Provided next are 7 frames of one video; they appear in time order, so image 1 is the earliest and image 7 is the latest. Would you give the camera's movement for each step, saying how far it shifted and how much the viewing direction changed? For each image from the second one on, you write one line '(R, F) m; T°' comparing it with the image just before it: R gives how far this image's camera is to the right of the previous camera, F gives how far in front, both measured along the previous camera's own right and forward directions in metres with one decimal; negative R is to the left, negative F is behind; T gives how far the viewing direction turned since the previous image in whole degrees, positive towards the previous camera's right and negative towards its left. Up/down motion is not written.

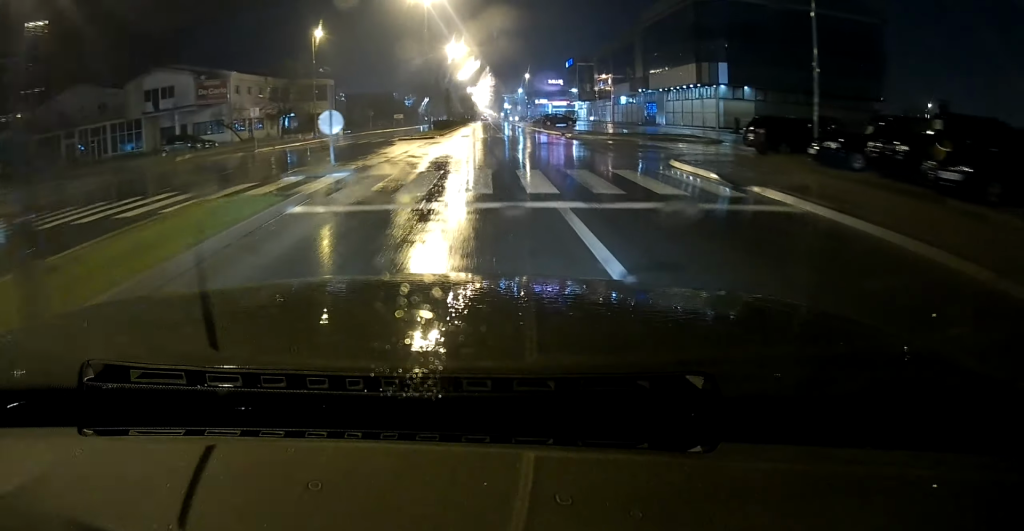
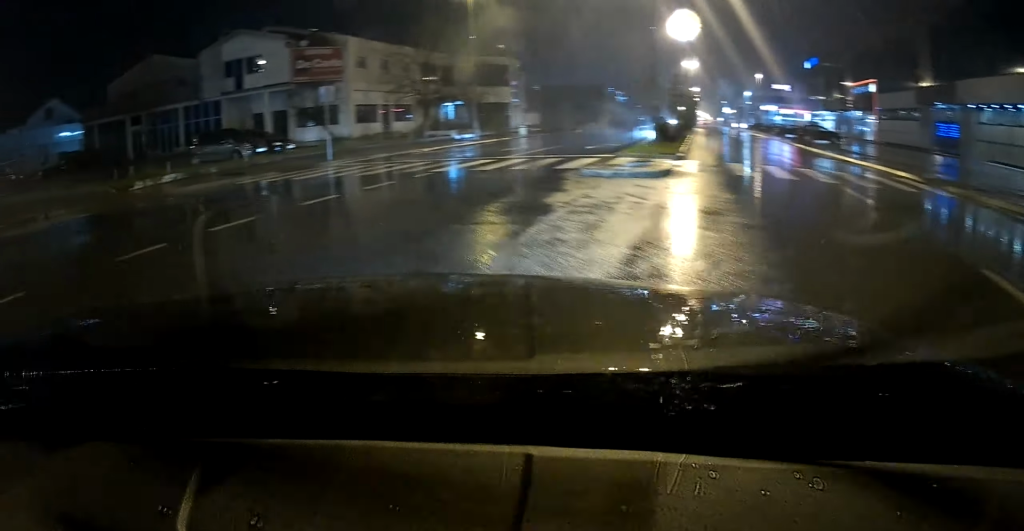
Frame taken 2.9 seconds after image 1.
(-3.4, +18.9) m; -38°
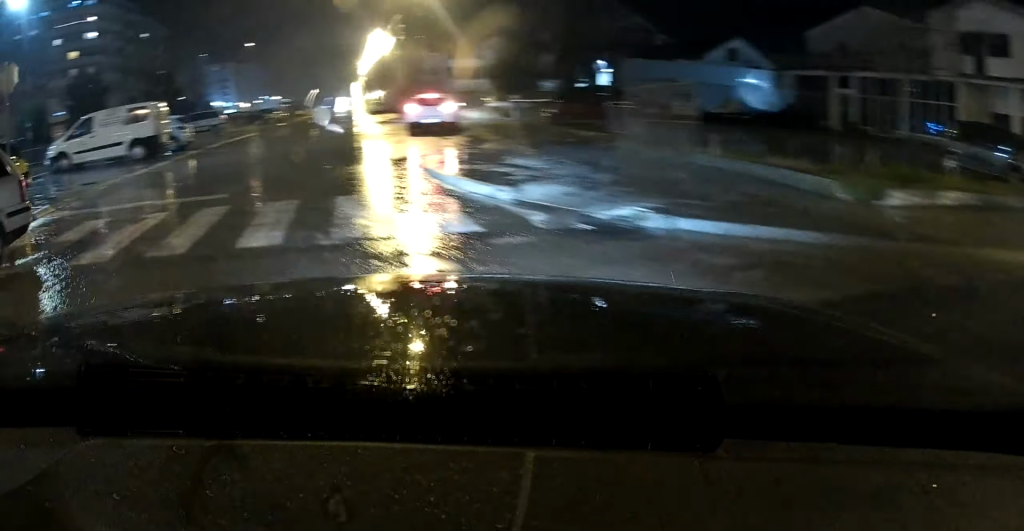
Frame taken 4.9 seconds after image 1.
(-4.5, +10.5) m; -37°
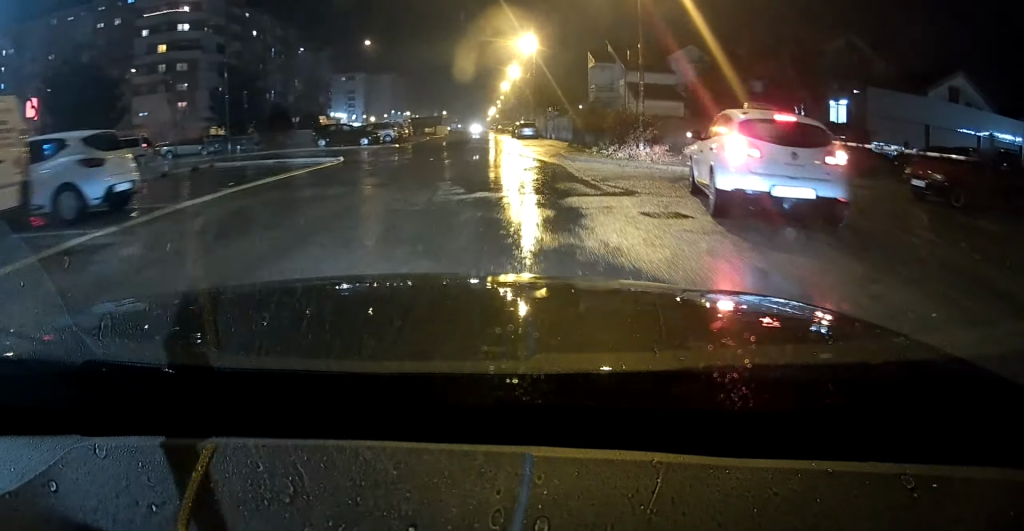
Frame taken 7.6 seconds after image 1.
(-3.4, +15.0) m; -12°
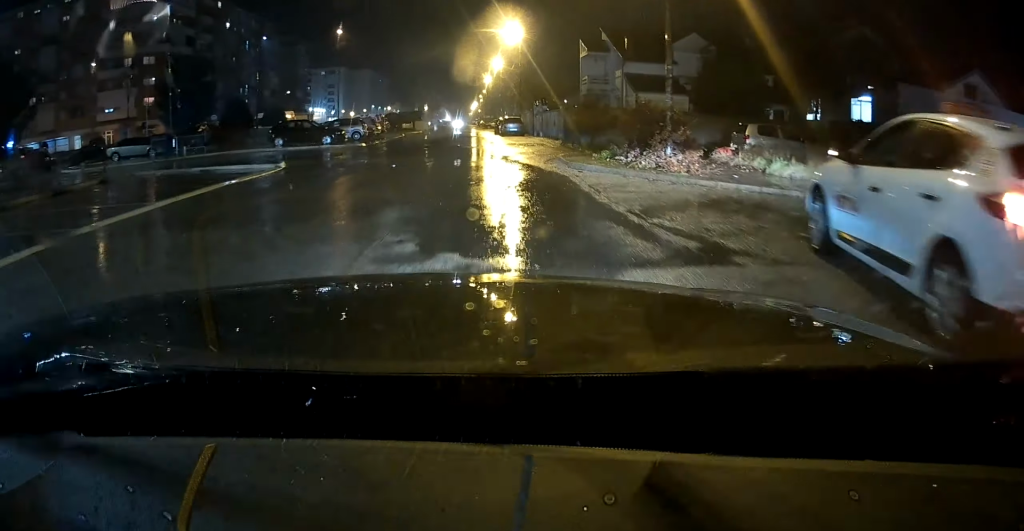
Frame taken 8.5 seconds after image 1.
(0.0, +5.0) m; 0°
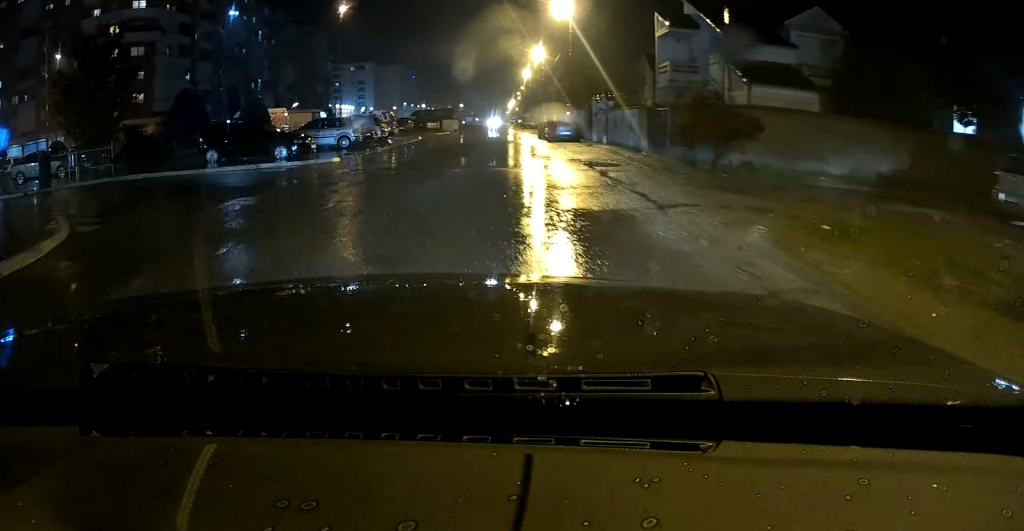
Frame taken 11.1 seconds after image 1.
(-0.8, +11.8) m; -17°
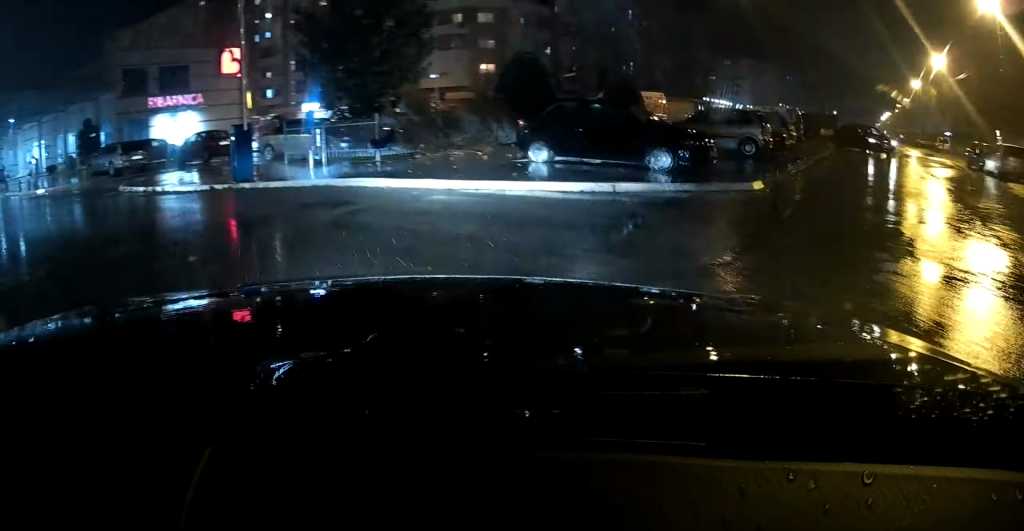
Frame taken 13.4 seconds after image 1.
(-2.3, +8.5) m; -34°
